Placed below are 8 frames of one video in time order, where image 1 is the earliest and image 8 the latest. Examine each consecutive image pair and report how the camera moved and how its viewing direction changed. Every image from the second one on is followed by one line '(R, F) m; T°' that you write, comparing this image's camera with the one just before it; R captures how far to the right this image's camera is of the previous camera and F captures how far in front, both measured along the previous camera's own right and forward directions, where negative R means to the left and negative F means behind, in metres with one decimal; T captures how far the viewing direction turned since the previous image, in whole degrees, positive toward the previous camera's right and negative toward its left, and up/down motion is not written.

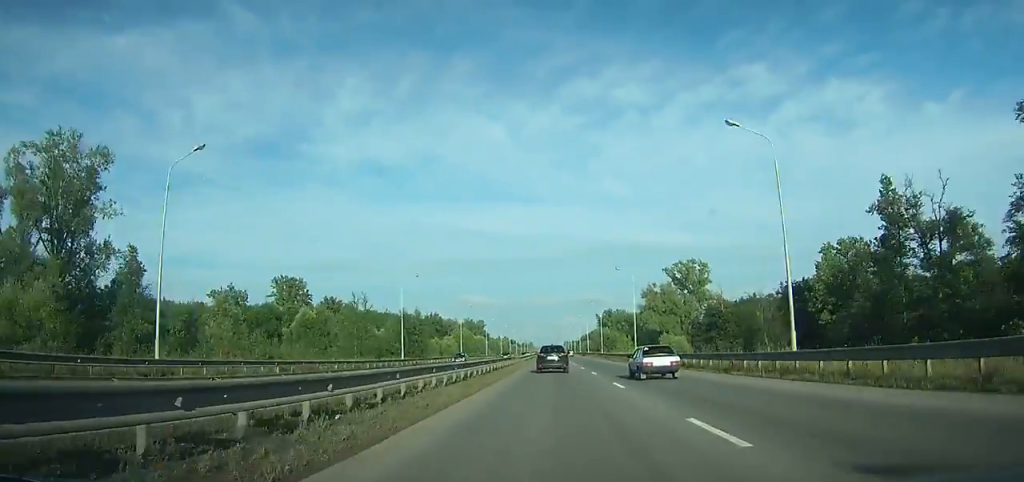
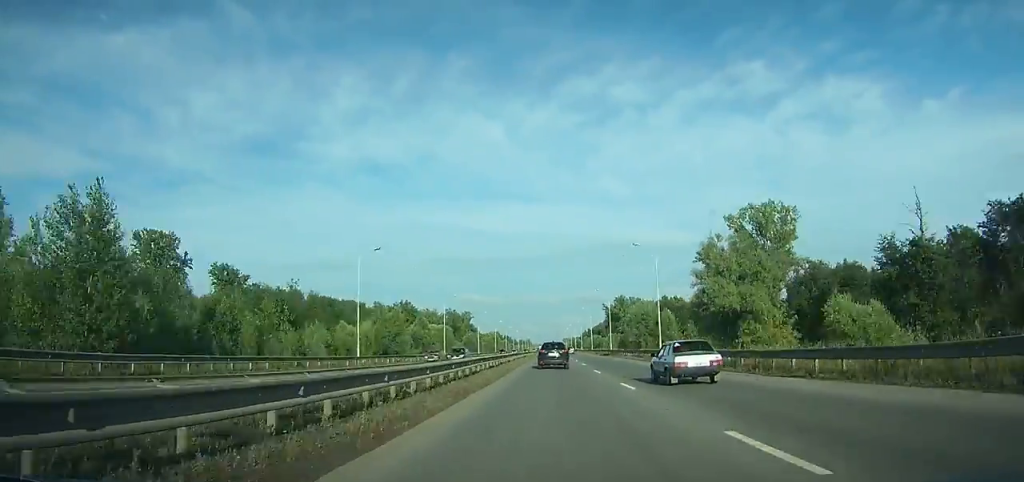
(+0.1, +60.4) m; 0°
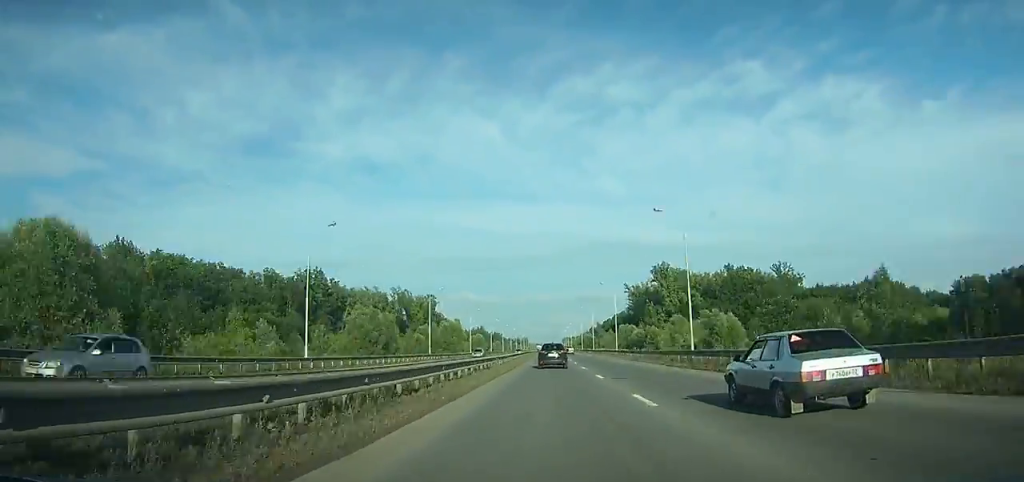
(+0.3, +98.6) m; 0°
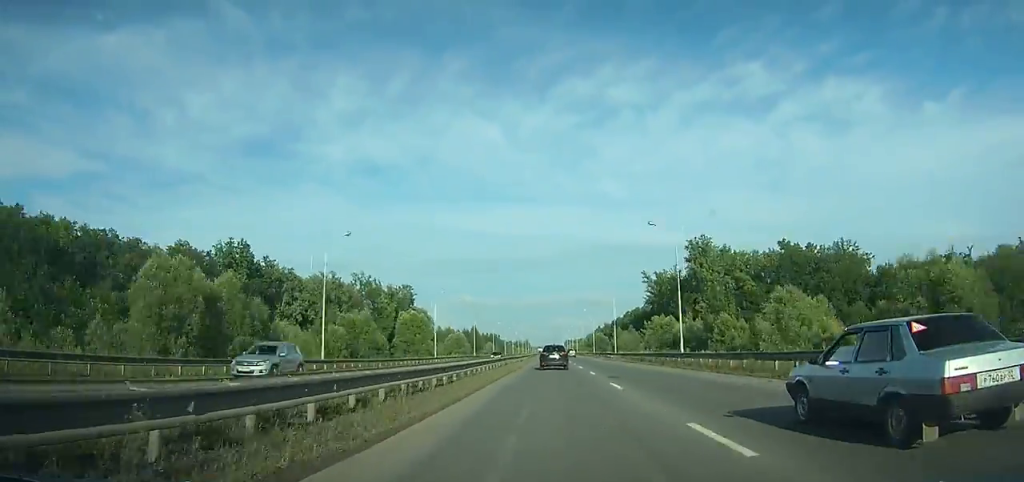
(+0.1, +40.8) m; 0°
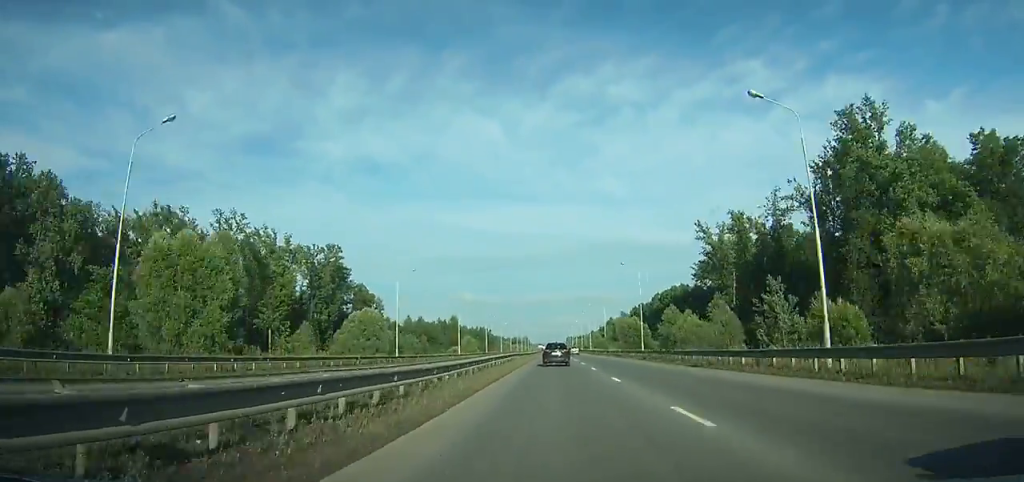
(0.0, +68.1) m; 0°
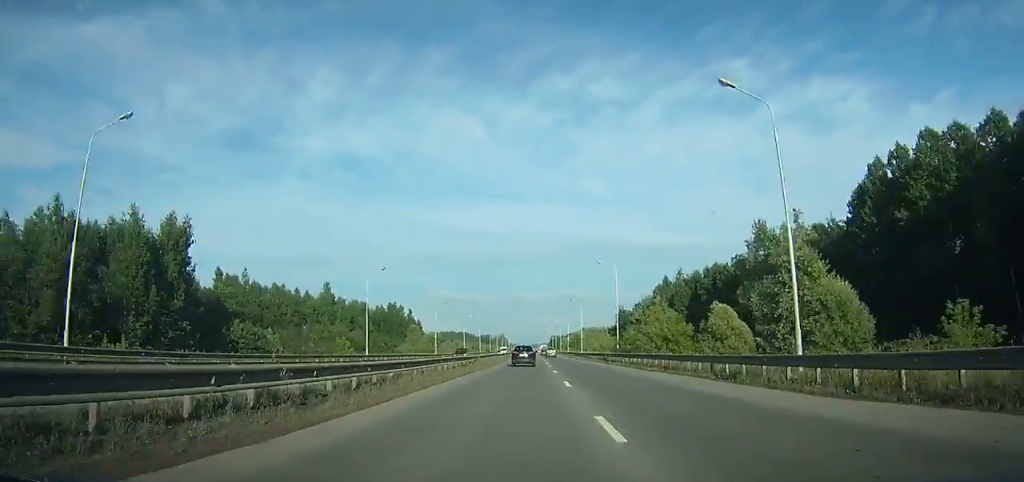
(+0.7, +177.0) m; +1°
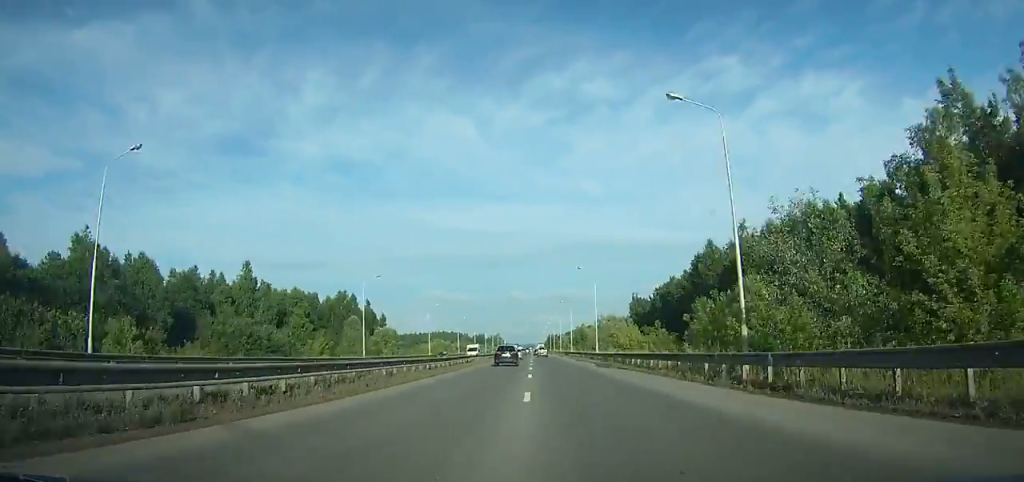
(+0.1, +40.9) m; 0°
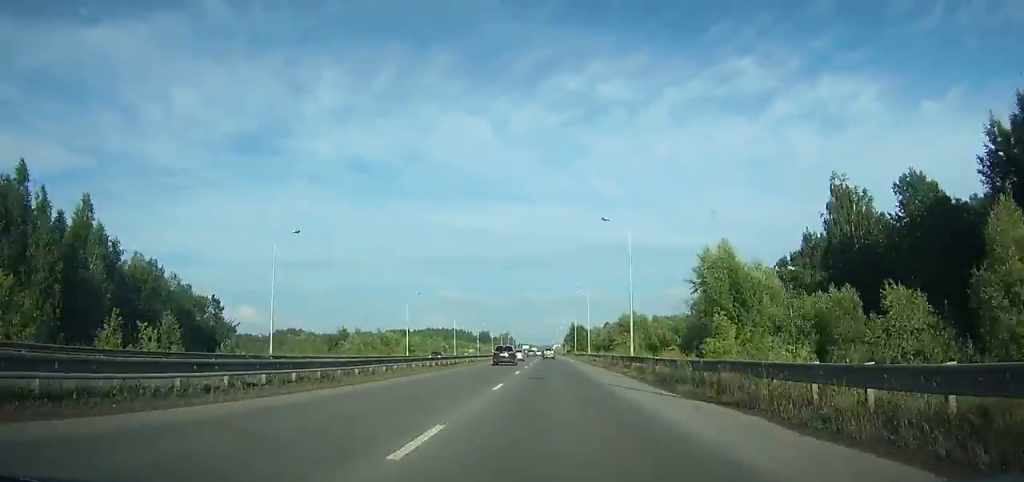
(-0.7, +111.2) m; -1°
